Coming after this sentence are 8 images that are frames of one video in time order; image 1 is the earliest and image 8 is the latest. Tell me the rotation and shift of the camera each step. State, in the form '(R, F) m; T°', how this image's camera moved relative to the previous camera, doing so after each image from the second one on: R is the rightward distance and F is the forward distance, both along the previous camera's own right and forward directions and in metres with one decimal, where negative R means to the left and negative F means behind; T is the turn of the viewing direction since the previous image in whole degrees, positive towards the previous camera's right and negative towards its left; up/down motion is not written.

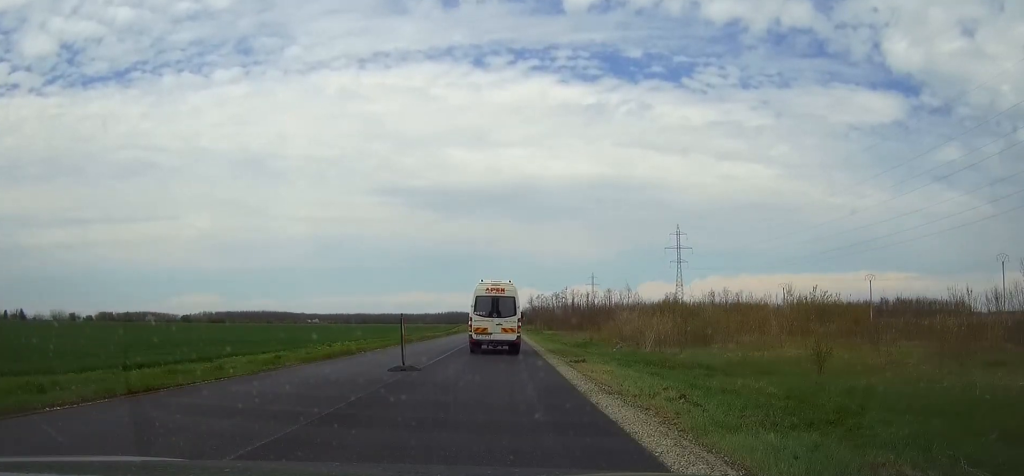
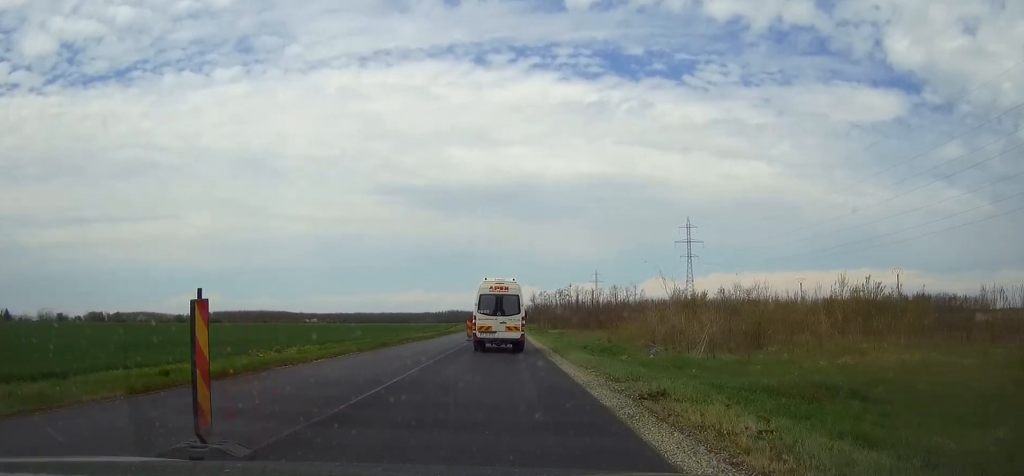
(-0.1, +11.8) m; 0°
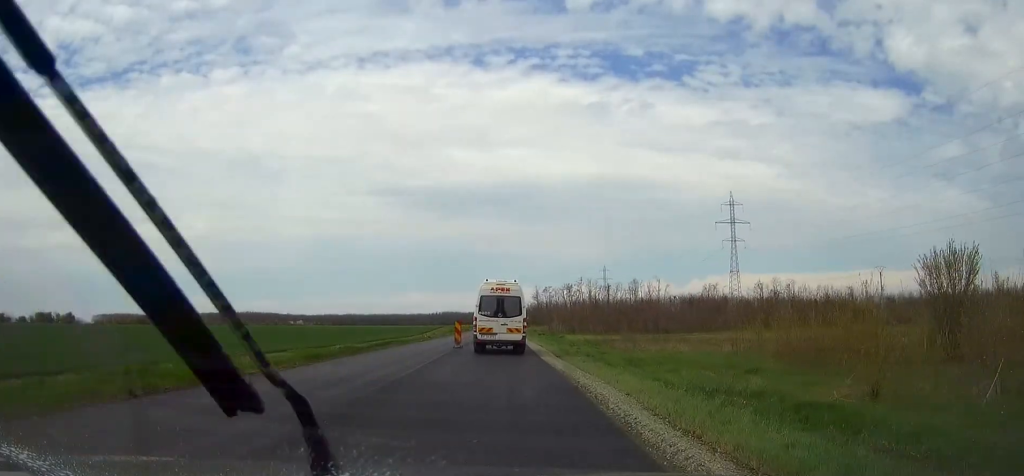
(0.0, +44.7) m; 0°
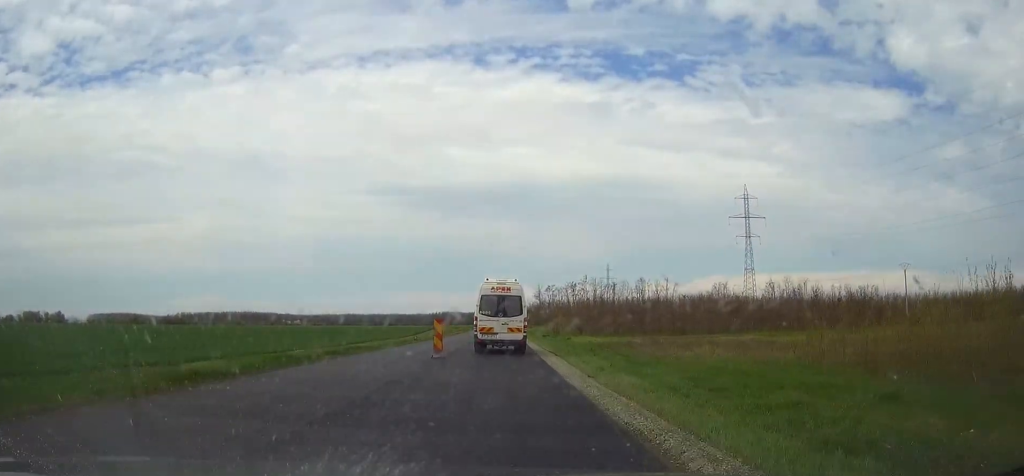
(+0.1, +10.1) m; 0°
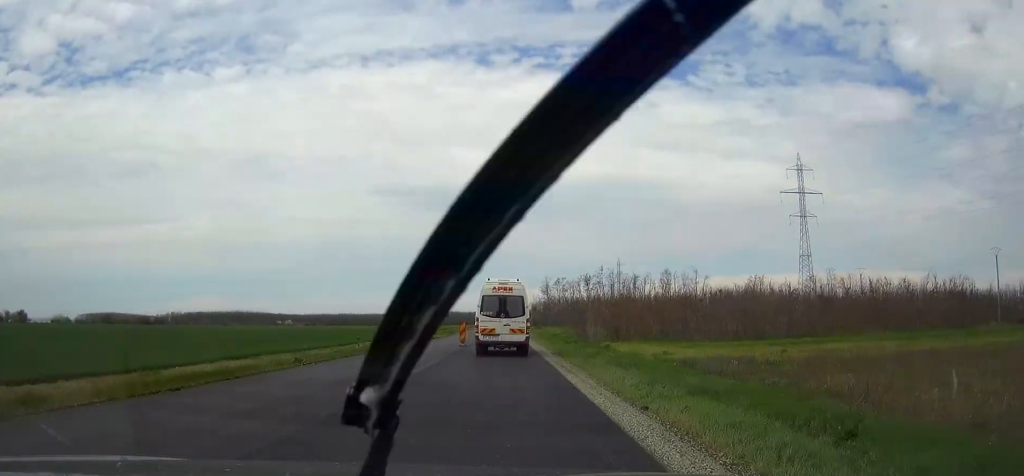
(-0.1, +31.0) m; 0°
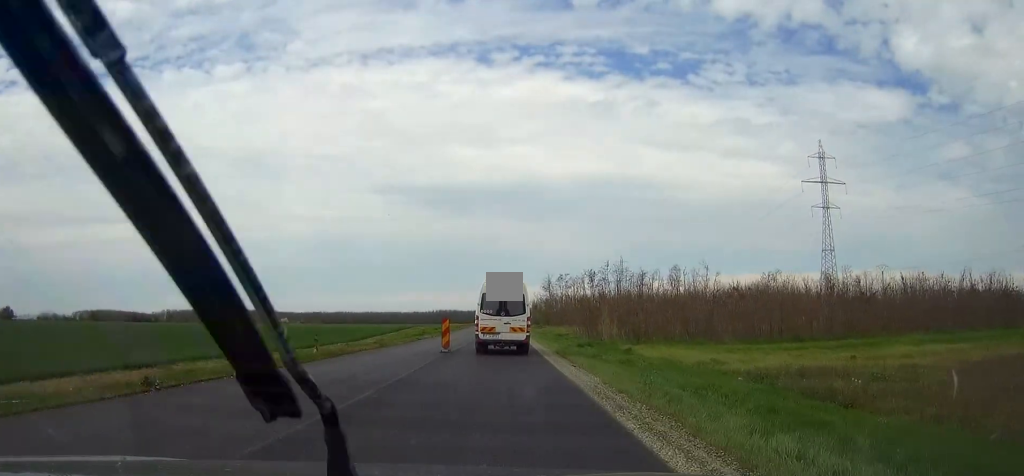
(+0.1, +10.2) m; 0°
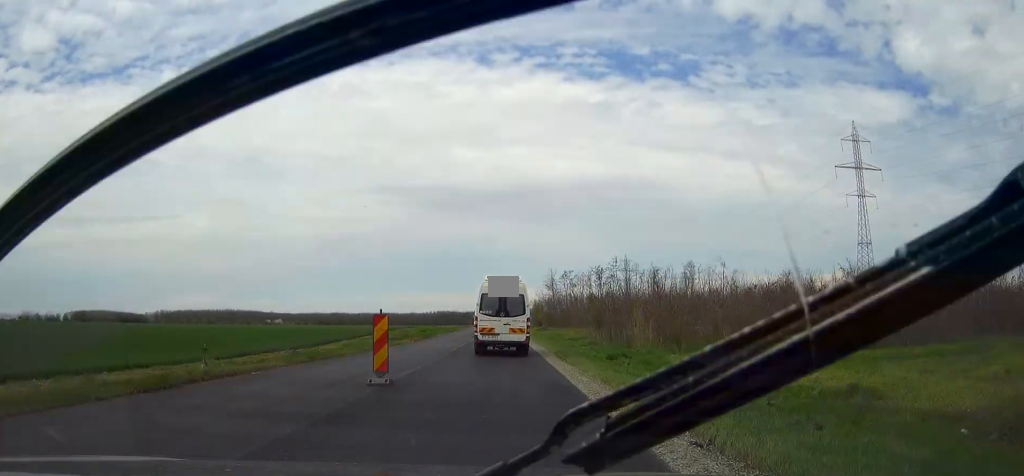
(-0.1, +13.8) m; 0°
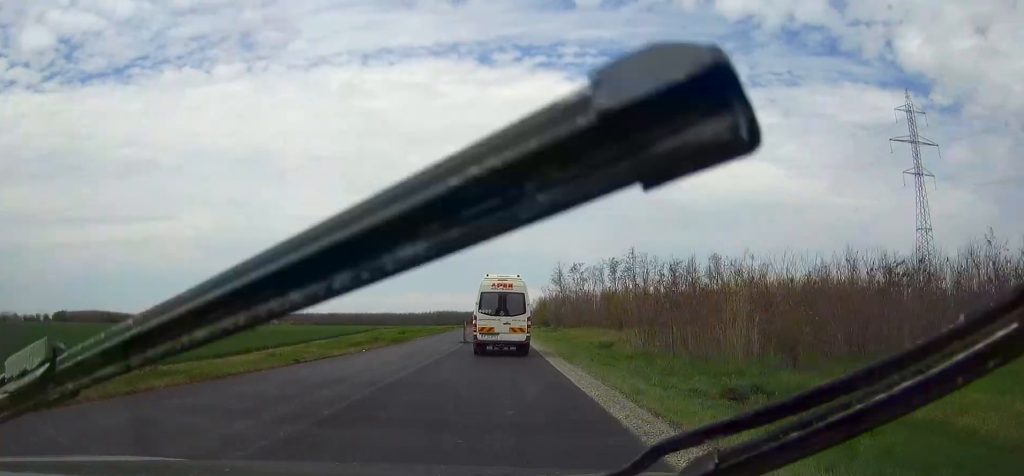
(0.0, +17.5) m; 0°
